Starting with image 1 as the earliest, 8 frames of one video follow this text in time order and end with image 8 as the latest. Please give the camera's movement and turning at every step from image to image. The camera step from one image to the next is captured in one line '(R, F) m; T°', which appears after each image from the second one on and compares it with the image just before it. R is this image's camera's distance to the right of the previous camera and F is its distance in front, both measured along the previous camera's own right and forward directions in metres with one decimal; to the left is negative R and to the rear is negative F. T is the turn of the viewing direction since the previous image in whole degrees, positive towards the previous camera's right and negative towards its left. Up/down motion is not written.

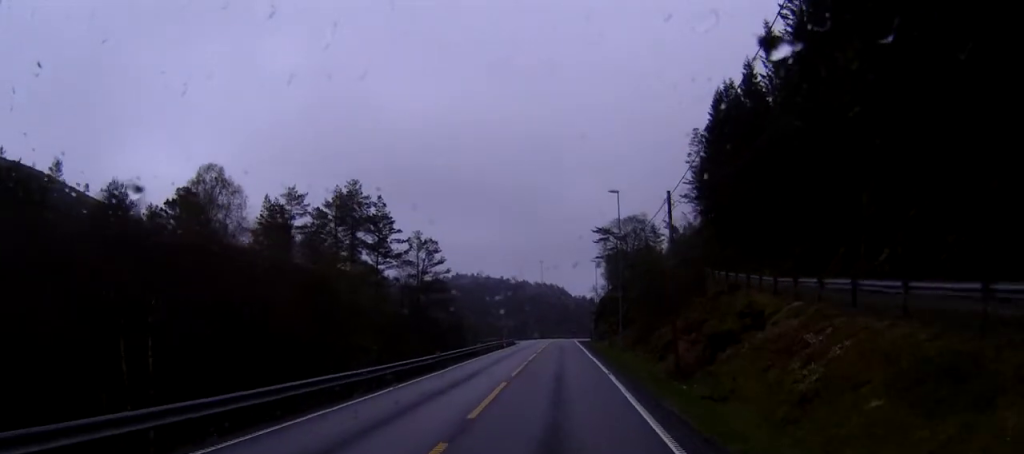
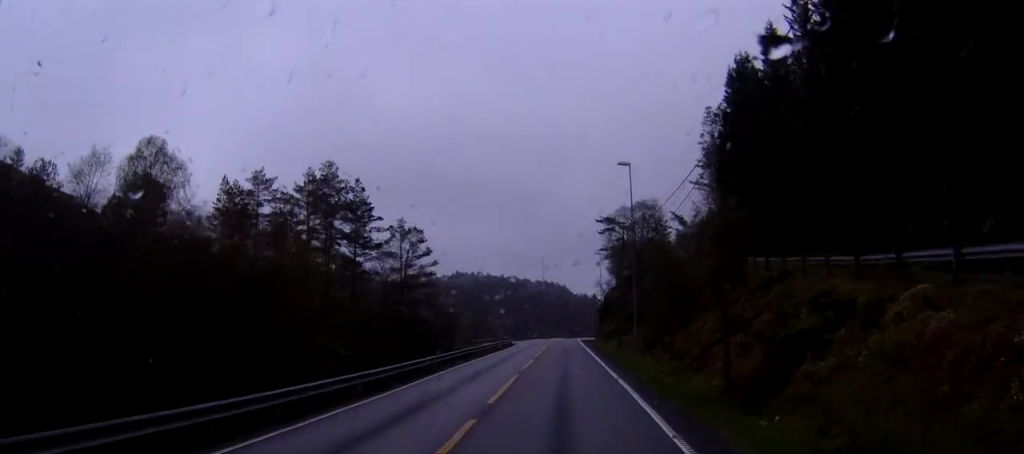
(0.0, +9.3) m; 0°
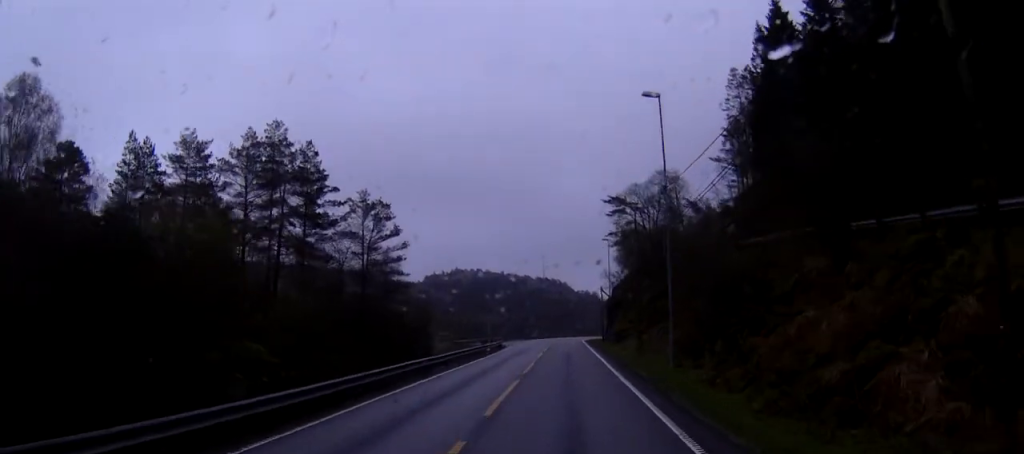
(0.0, +14.6) m; 0°
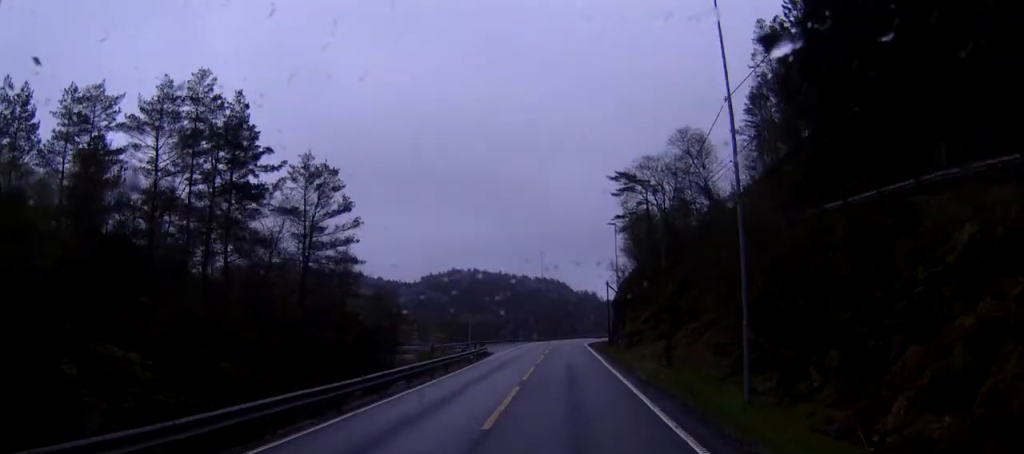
(0.0, +13.3) m; 0°
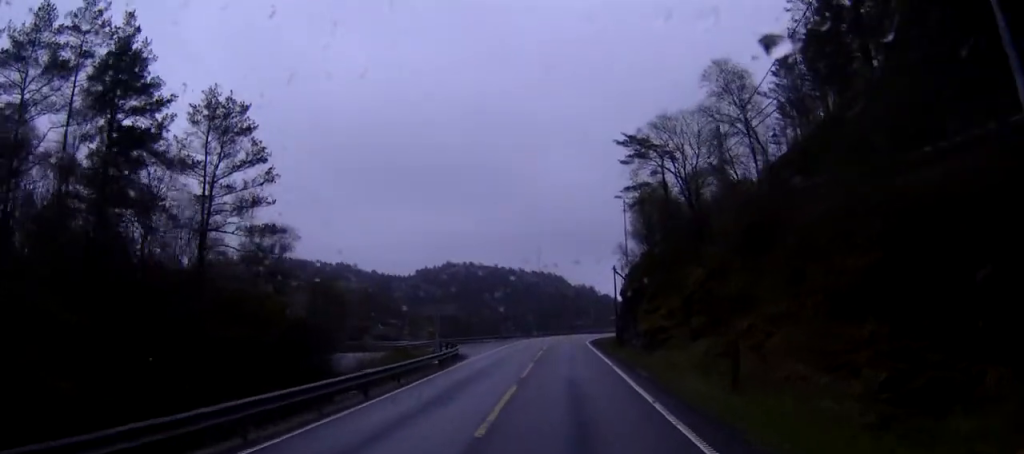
(+0.1, +13.4) m; 0°
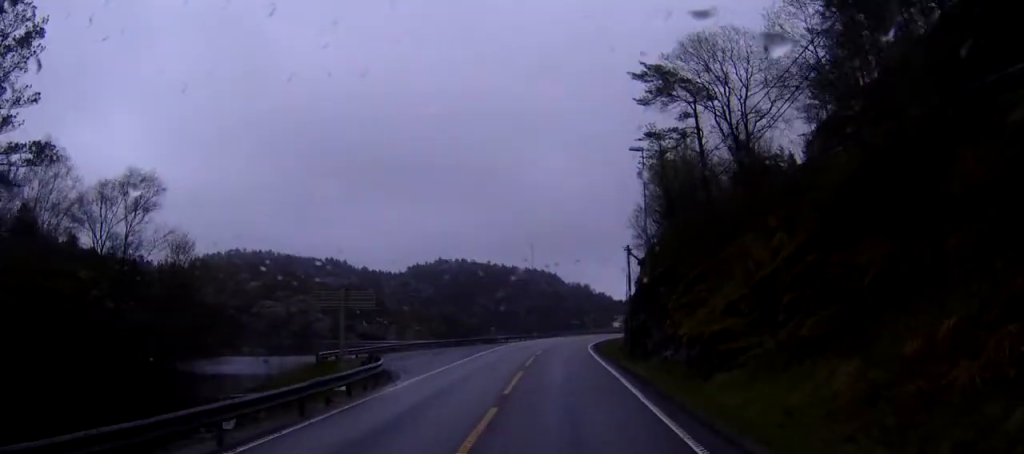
(-0.2, +16.9) m; 0°
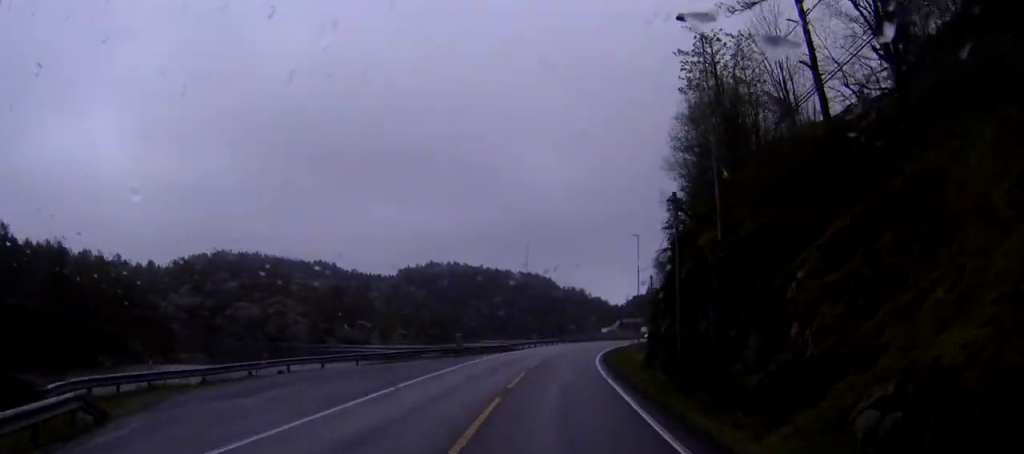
(+0.1, +20.3) m; 0°
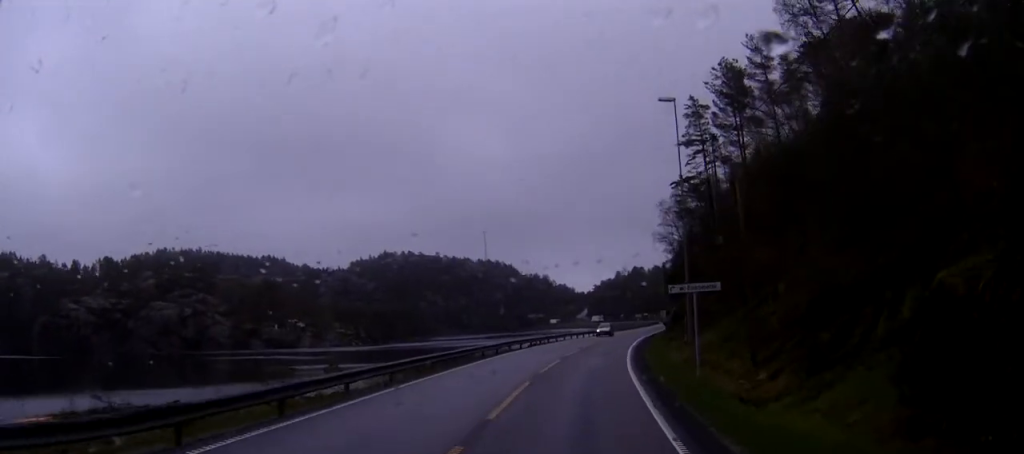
(+0.1, +44.1) m; +4°
